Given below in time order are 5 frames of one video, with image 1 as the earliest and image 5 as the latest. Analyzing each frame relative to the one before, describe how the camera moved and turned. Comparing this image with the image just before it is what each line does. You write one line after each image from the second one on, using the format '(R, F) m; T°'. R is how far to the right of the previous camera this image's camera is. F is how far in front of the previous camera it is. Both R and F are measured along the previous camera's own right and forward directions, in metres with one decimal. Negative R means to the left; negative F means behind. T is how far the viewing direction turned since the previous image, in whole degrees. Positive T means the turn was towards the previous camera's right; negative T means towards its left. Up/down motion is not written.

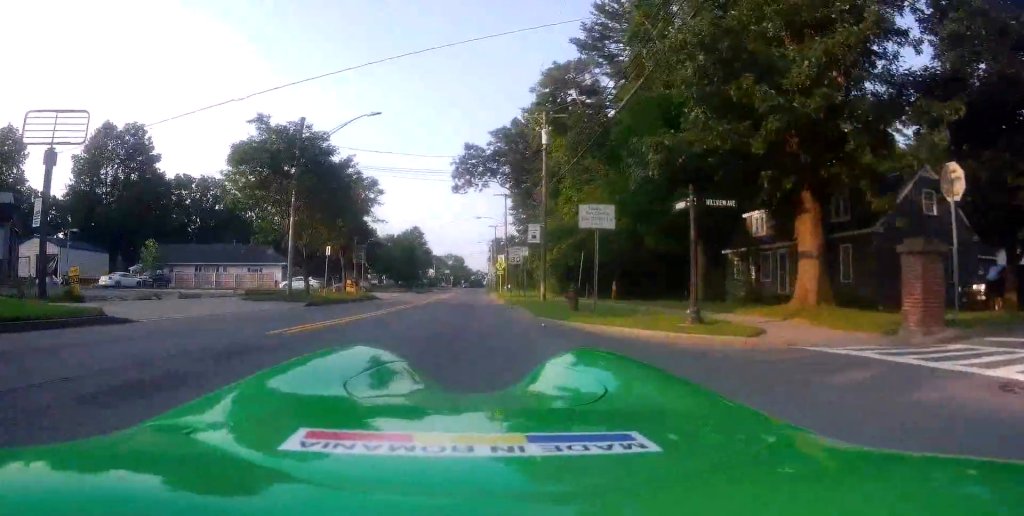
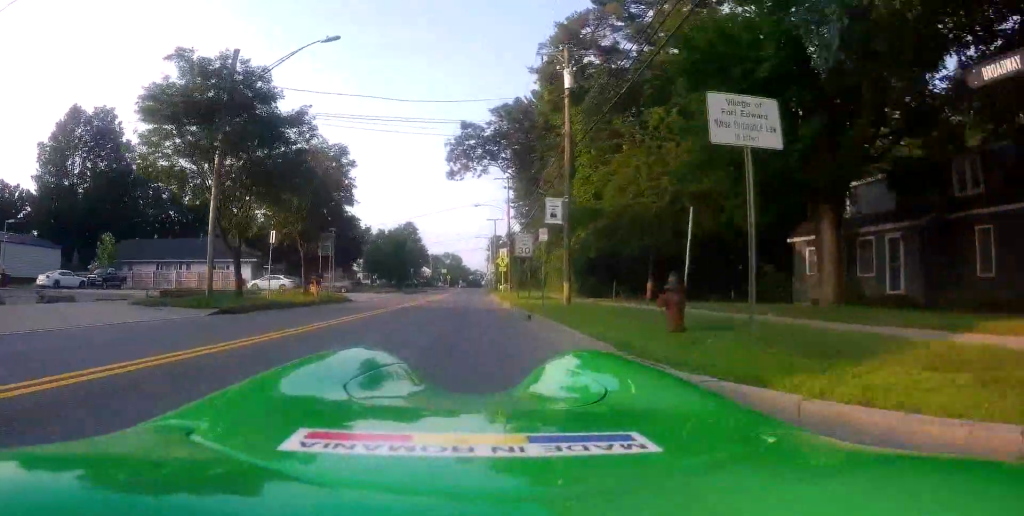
(+0.1, +8.3) m; +1°
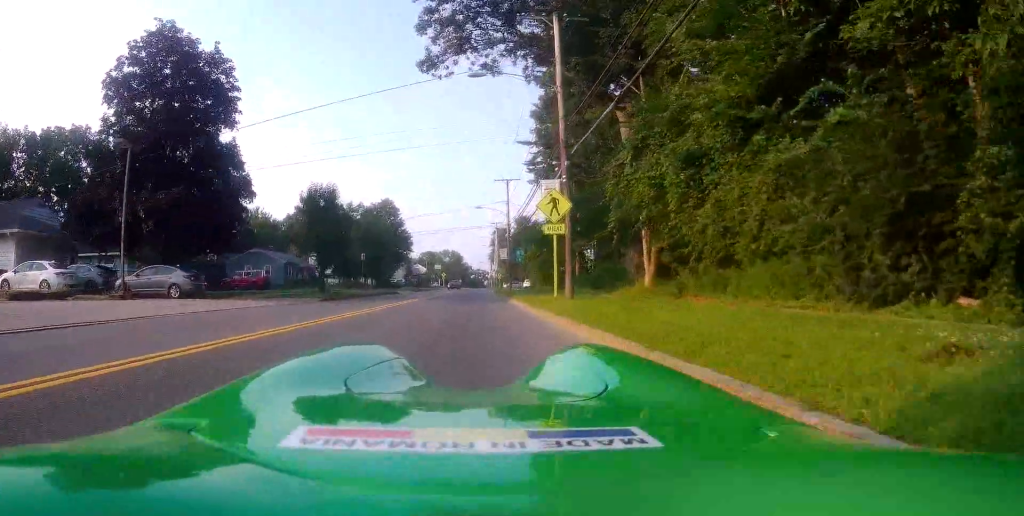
(+0.6, +31.2) m; 0°
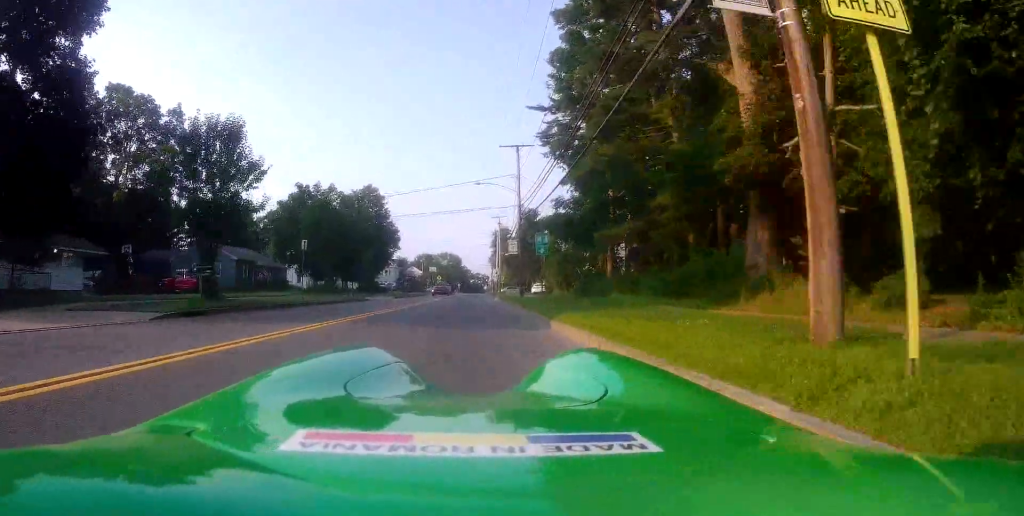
(0.0, +13.8) m; +2°
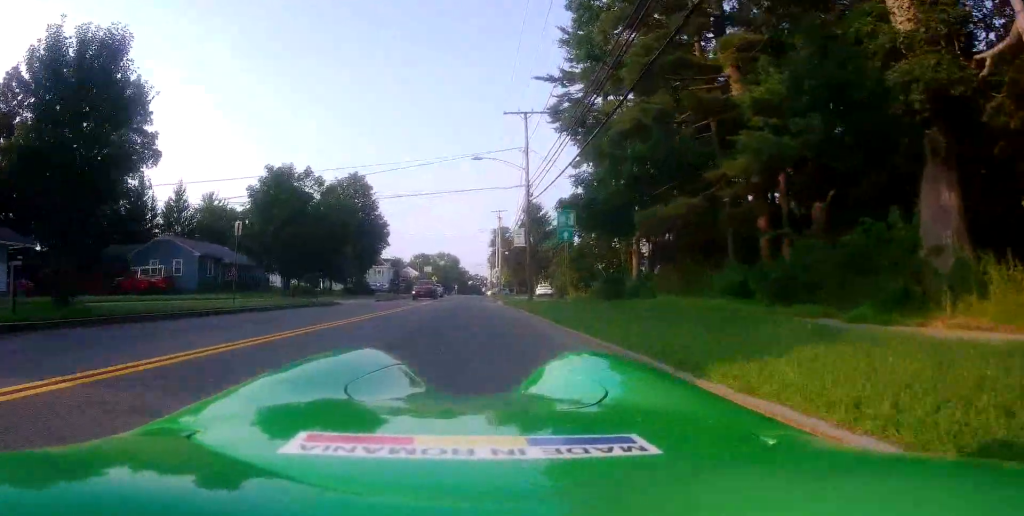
(+0.1, +7.7) m; 0°
